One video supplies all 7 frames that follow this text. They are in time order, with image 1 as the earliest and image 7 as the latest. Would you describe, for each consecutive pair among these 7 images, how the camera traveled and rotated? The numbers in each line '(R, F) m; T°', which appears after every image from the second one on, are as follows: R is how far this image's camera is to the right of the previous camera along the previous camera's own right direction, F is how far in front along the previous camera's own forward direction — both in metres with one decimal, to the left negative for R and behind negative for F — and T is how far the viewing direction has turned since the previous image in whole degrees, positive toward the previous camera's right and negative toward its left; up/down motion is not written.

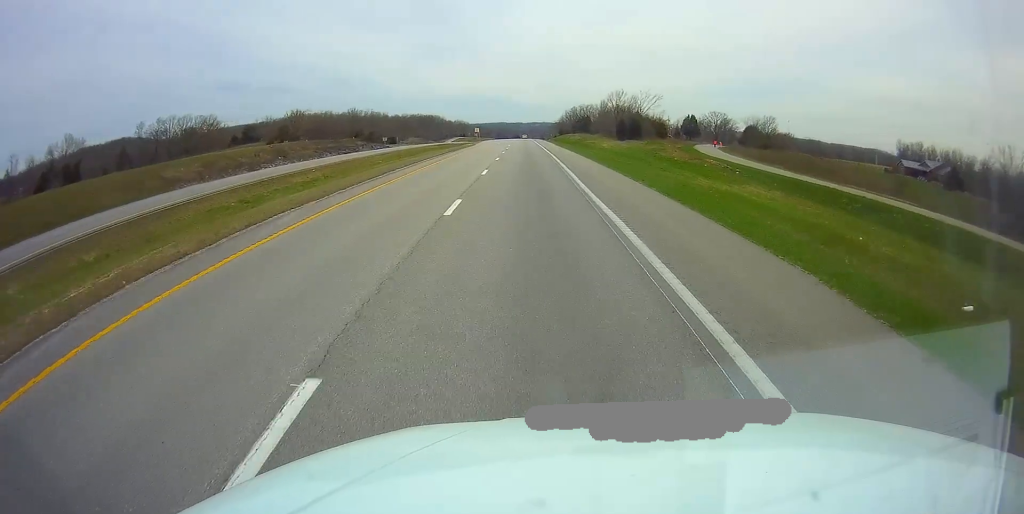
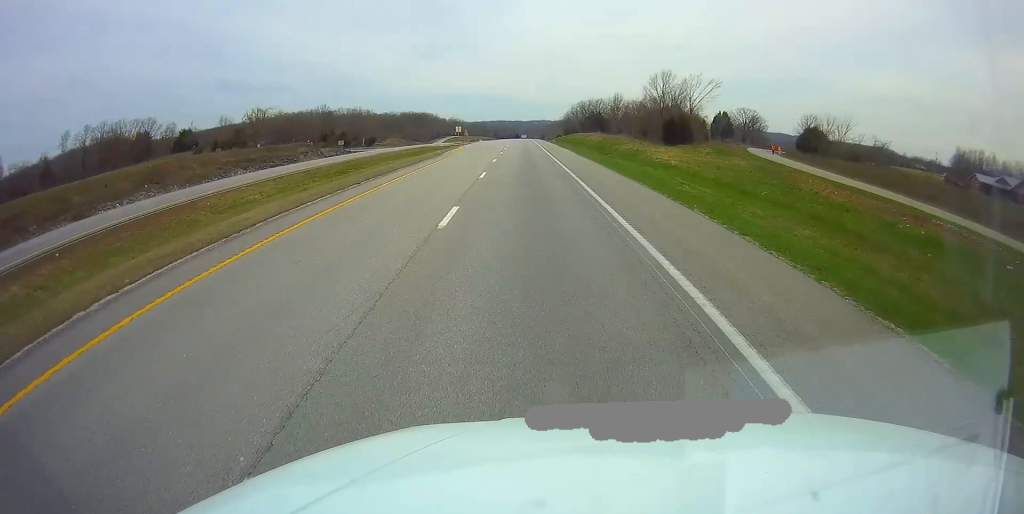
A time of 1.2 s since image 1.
(+0.2, +38.3) m; 0°
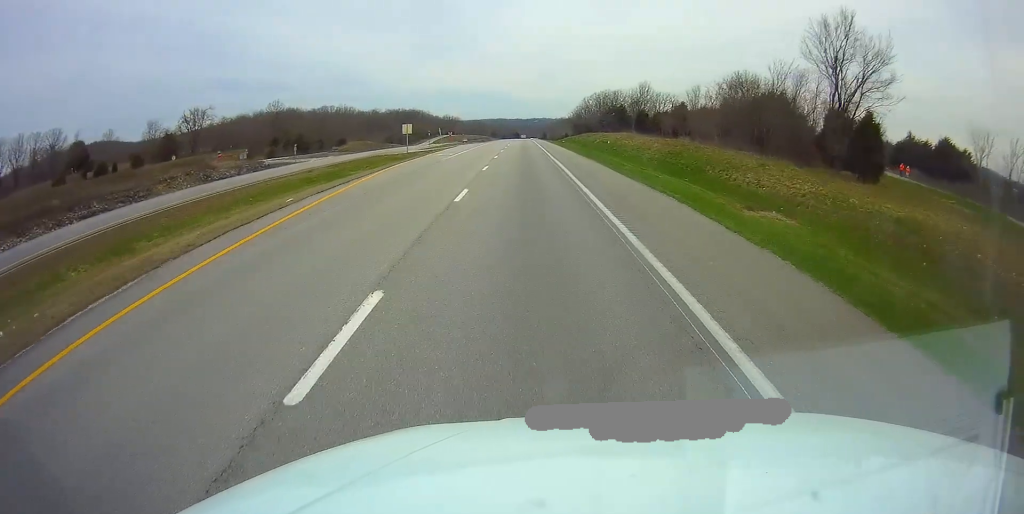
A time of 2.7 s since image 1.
(-0.1, +44.8) m; 0°
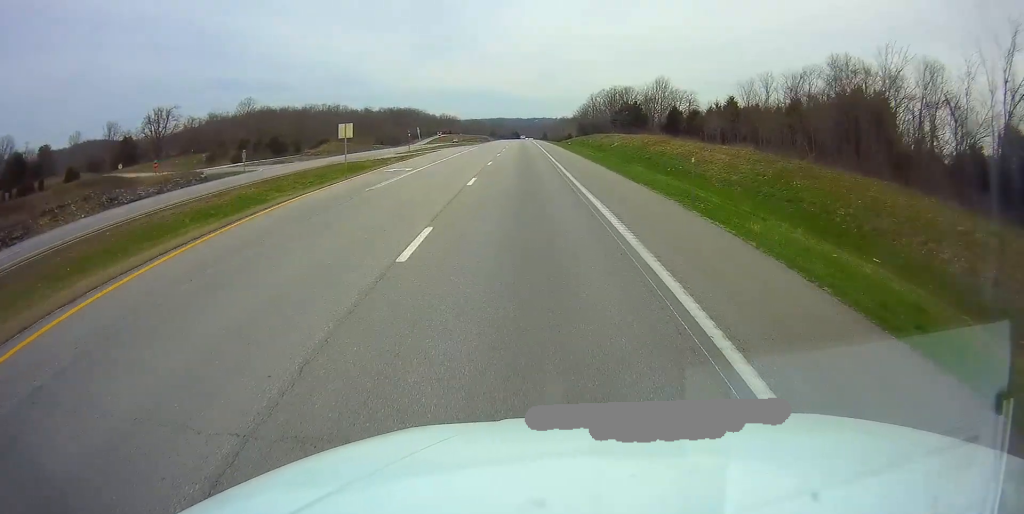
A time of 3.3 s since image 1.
(0.0, +19.8) m; 0°
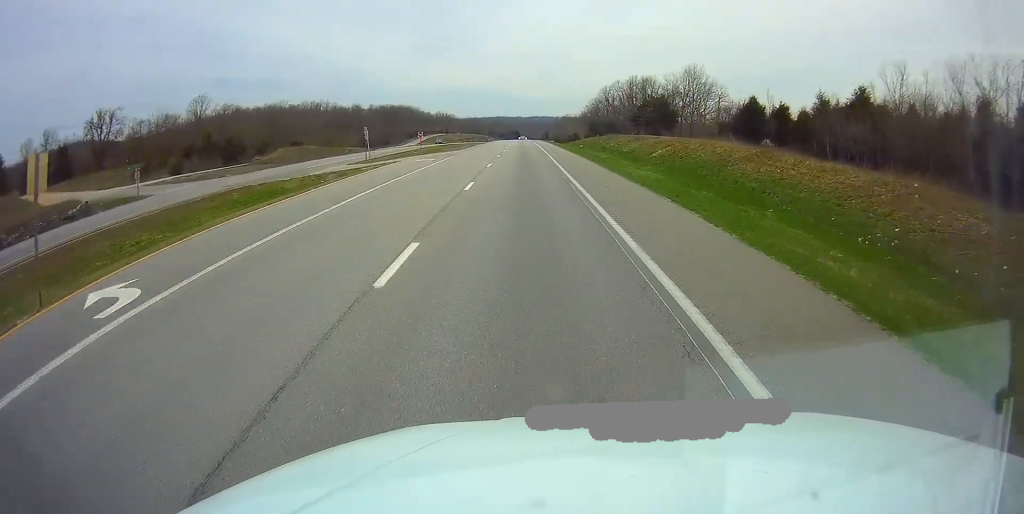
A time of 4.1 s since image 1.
(0.0, +26.1) m; 0°
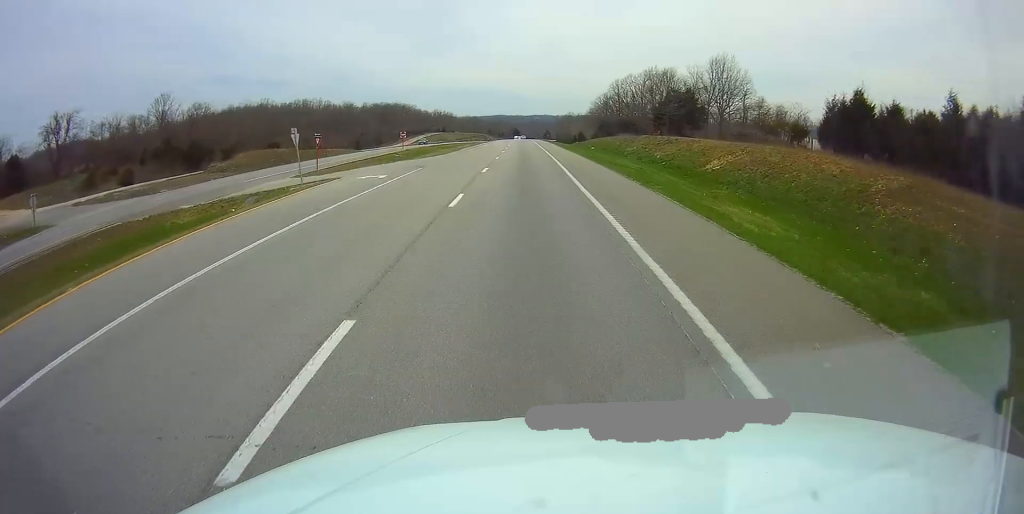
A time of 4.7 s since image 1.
(0.0, +16.8) m; 0°
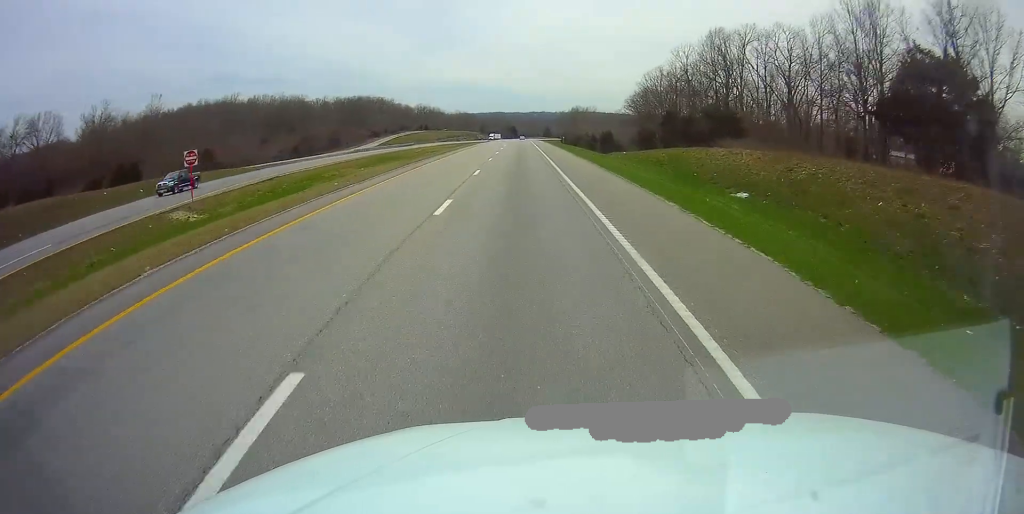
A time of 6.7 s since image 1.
(0.0, +62.7) m; 0°
